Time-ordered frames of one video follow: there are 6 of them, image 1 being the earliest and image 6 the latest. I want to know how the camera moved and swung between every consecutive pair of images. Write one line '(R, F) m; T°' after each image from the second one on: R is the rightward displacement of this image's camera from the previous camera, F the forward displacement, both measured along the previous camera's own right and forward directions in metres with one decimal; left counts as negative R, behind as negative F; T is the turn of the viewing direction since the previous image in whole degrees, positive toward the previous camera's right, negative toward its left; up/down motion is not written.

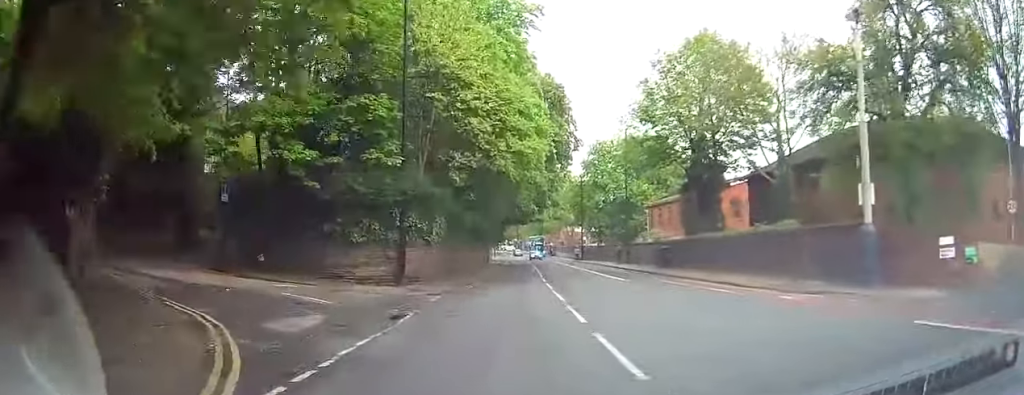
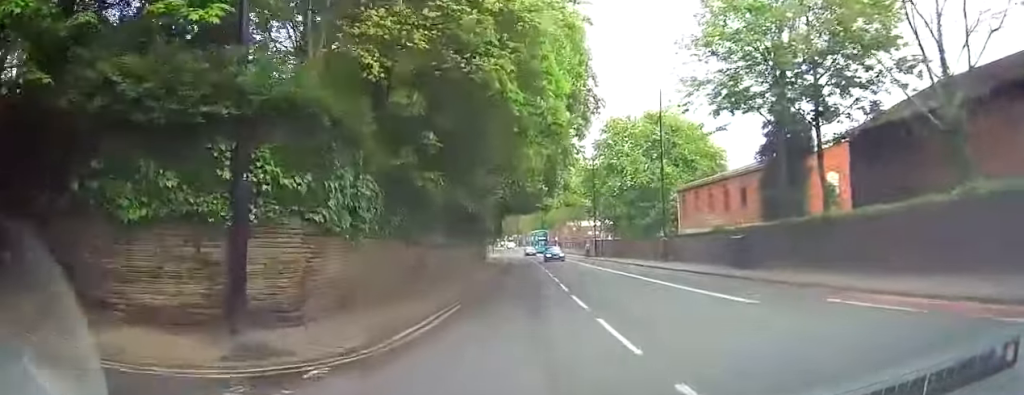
(-0.4, +15.3) m; -3°
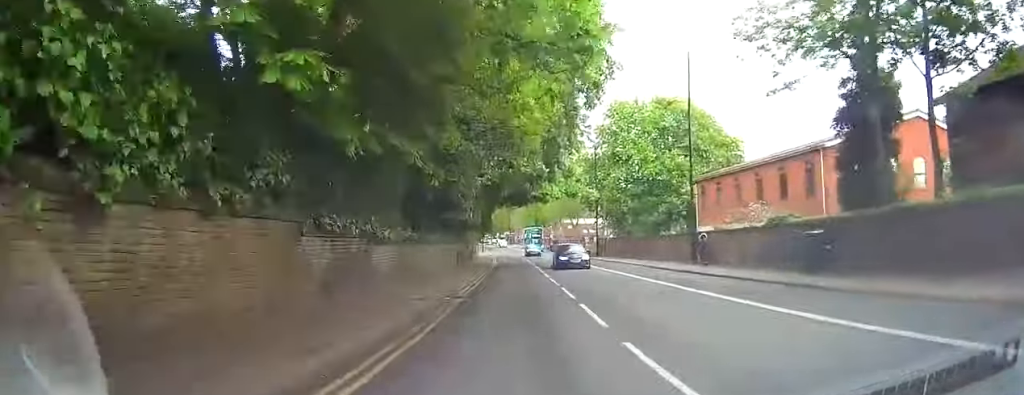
(+0.3, +9.1) m; +4°
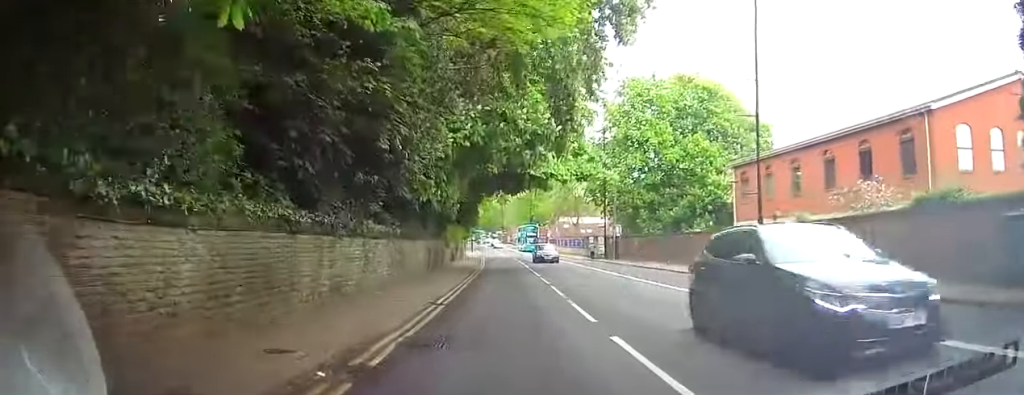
(+0.4, +11.5) m; +3°
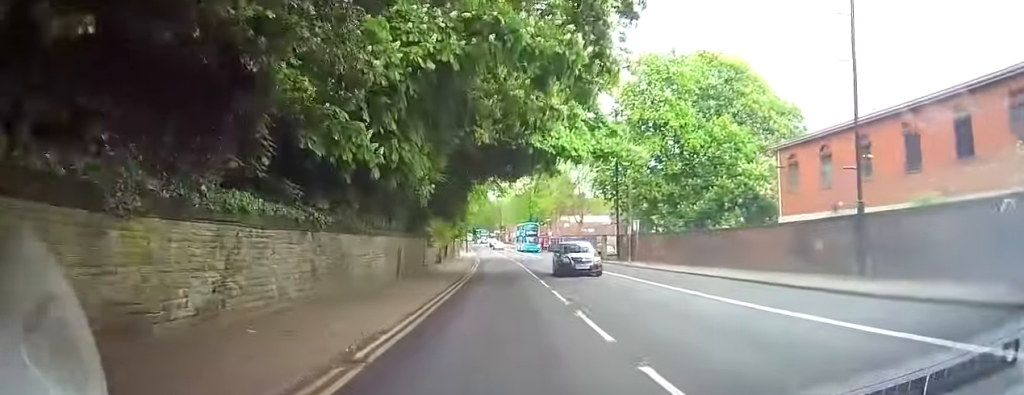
(+0.2, +8.1) m; +1°
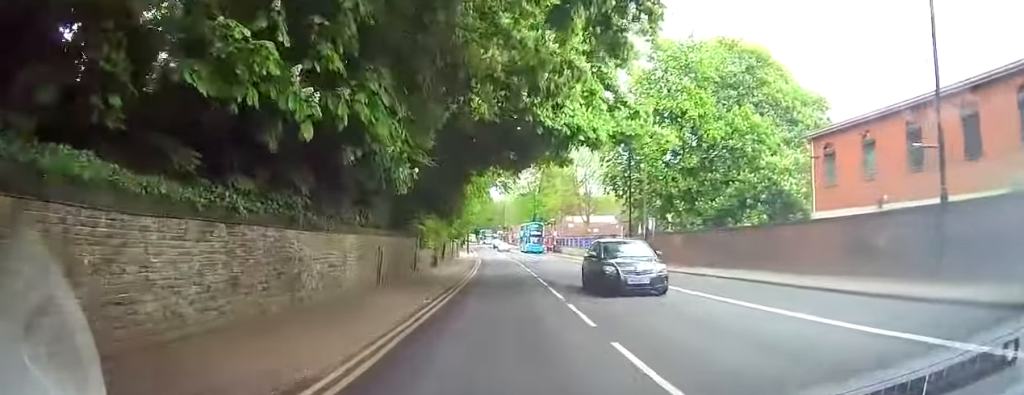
(0.0, +3.9) m; -3°
